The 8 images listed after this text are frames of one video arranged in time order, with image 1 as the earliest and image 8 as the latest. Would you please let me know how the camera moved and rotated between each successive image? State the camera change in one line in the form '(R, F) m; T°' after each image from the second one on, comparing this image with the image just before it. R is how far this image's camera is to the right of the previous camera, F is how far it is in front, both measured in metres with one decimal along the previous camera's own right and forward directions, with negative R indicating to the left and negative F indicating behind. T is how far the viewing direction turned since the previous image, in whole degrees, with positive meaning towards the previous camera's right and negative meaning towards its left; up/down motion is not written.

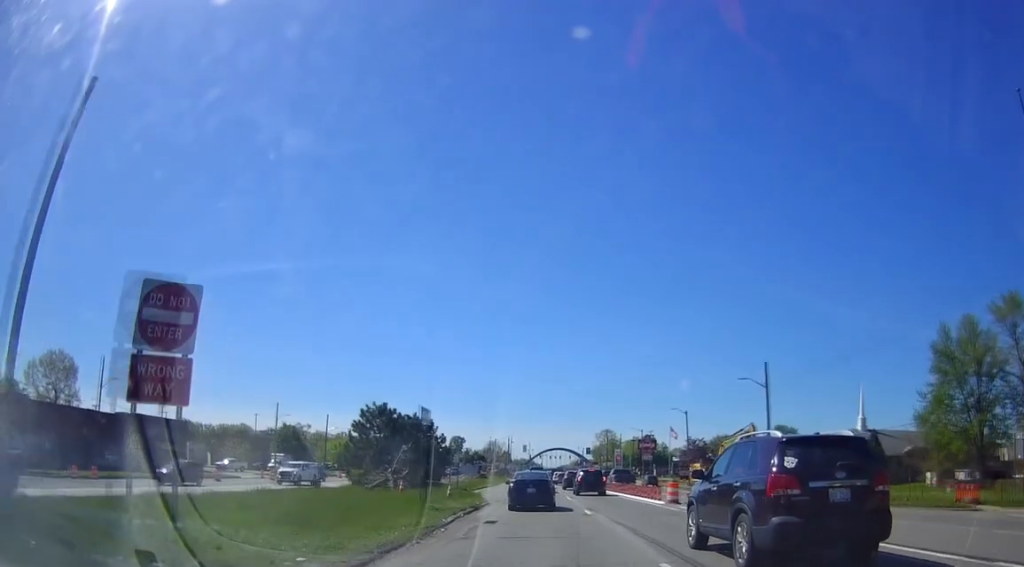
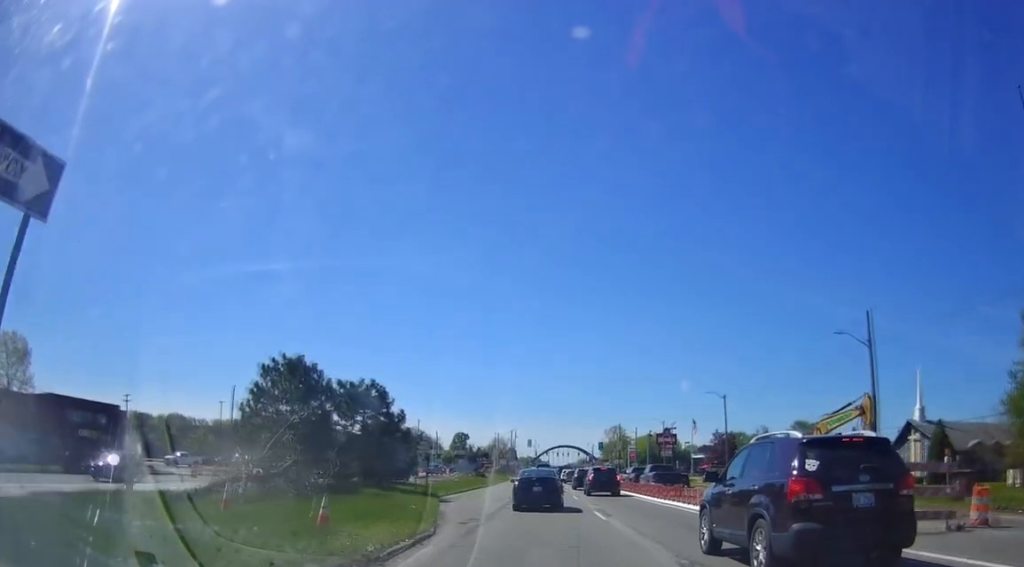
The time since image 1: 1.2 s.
(-0.3, +17.7) m; 0°
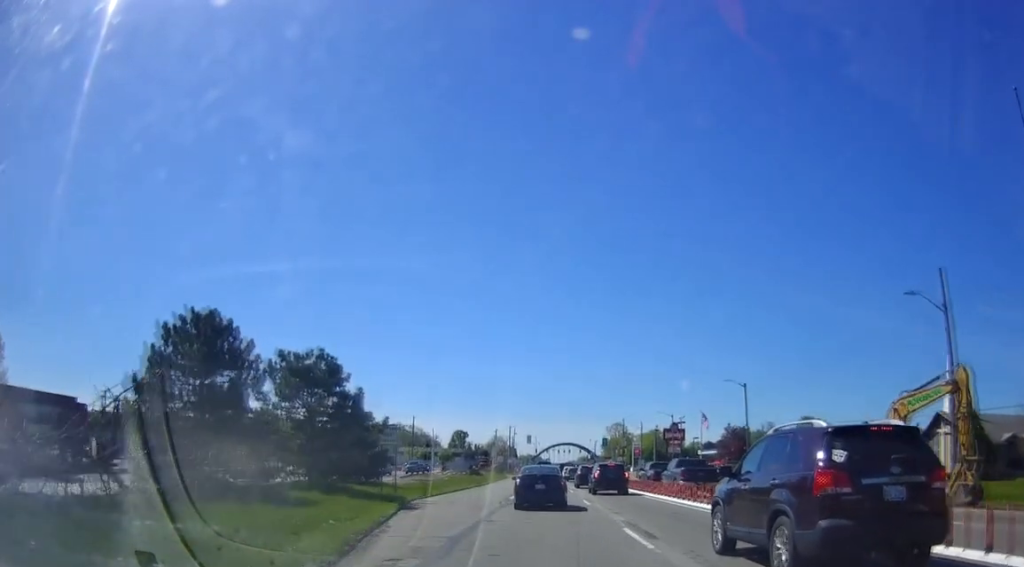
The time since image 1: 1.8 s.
(+0.1, +7.9) m; +1°
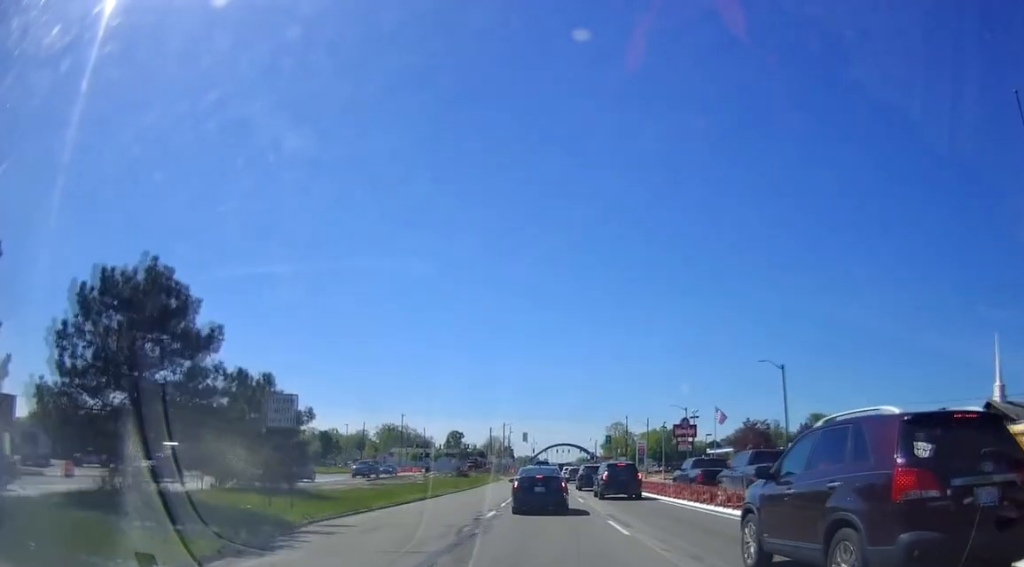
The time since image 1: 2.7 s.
(+0.2, +12.8) m; 0°
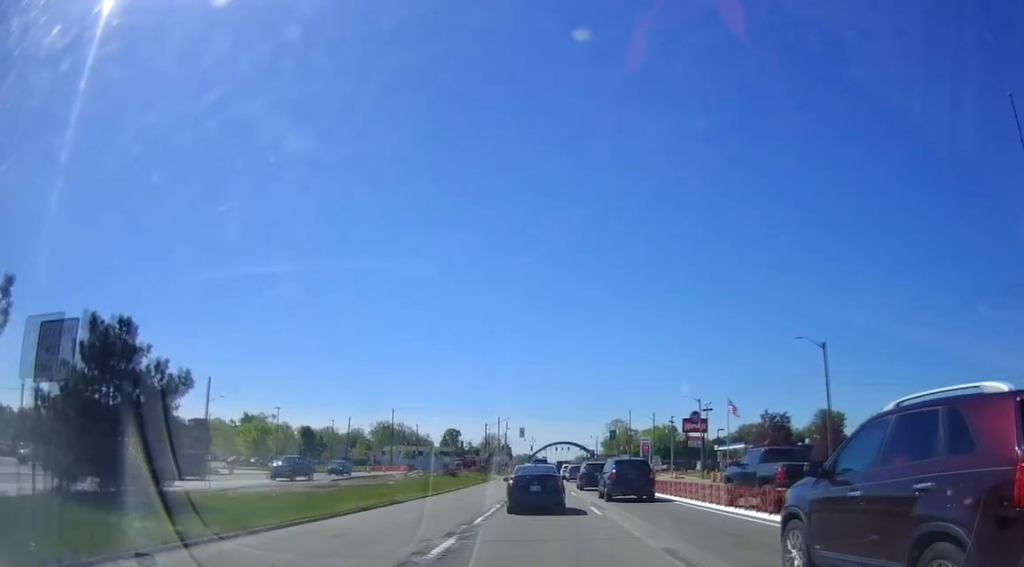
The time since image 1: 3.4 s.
(-0.1, +10.5) m; 0°
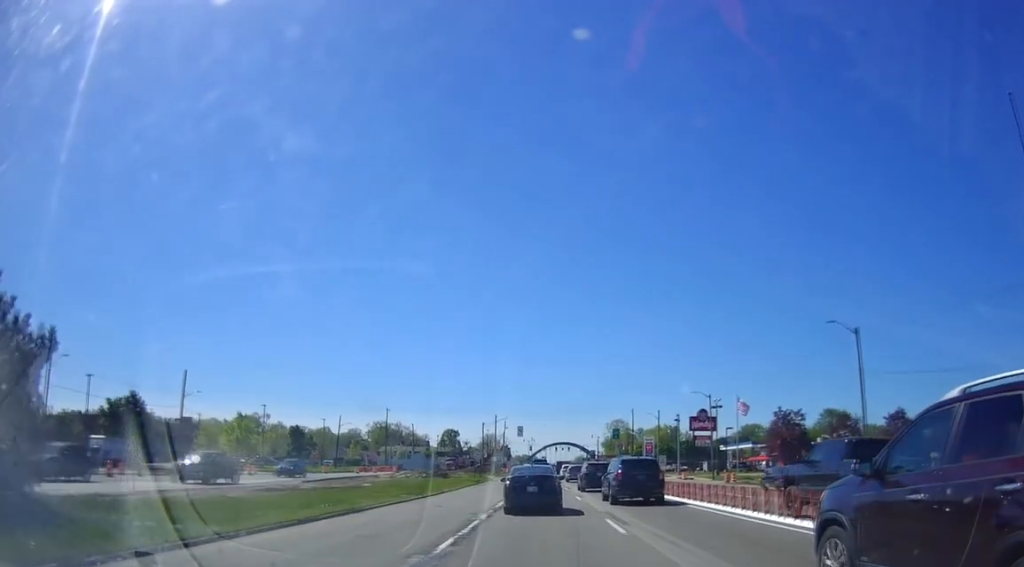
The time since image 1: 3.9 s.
(0.0, +6.6) m; 0°
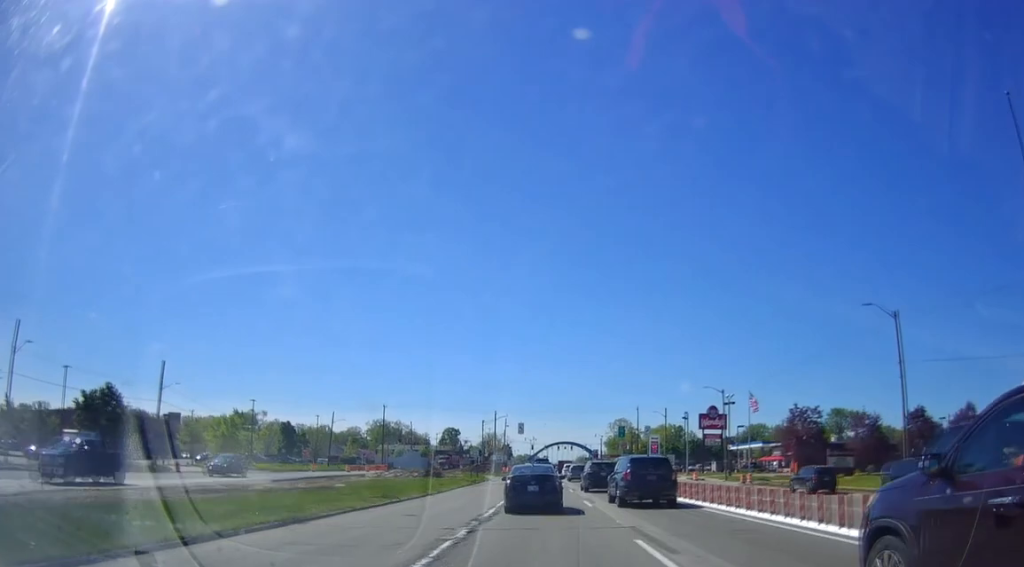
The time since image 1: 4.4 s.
(0.0, +5.8) m; 0°
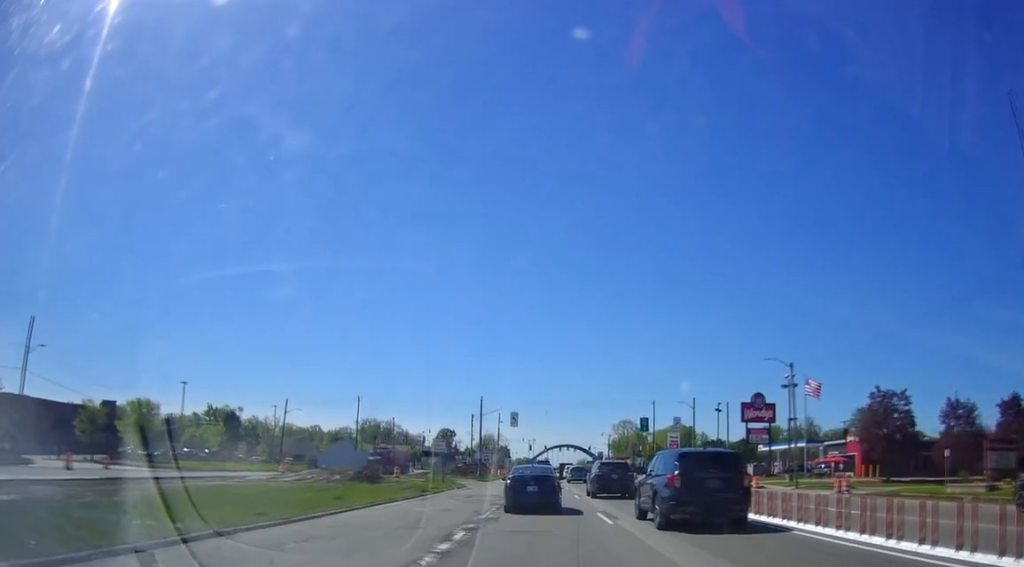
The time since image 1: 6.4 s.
(+0.2, +25.8) m; +1°
